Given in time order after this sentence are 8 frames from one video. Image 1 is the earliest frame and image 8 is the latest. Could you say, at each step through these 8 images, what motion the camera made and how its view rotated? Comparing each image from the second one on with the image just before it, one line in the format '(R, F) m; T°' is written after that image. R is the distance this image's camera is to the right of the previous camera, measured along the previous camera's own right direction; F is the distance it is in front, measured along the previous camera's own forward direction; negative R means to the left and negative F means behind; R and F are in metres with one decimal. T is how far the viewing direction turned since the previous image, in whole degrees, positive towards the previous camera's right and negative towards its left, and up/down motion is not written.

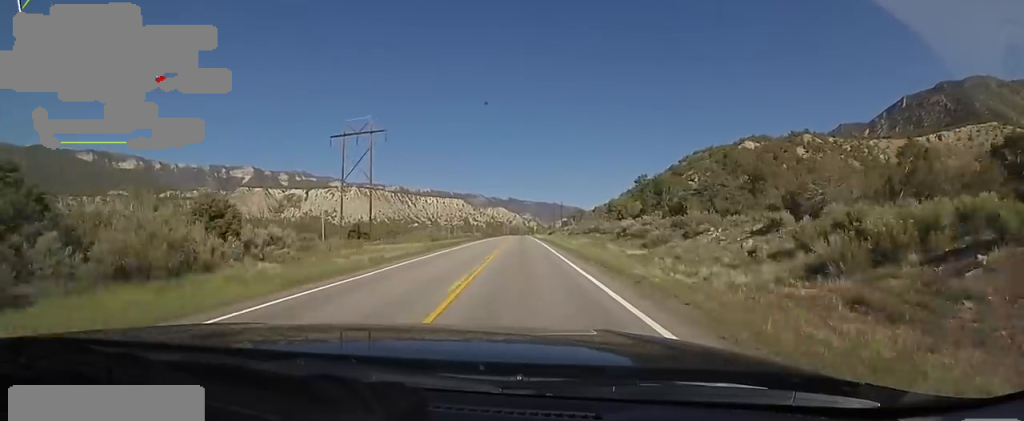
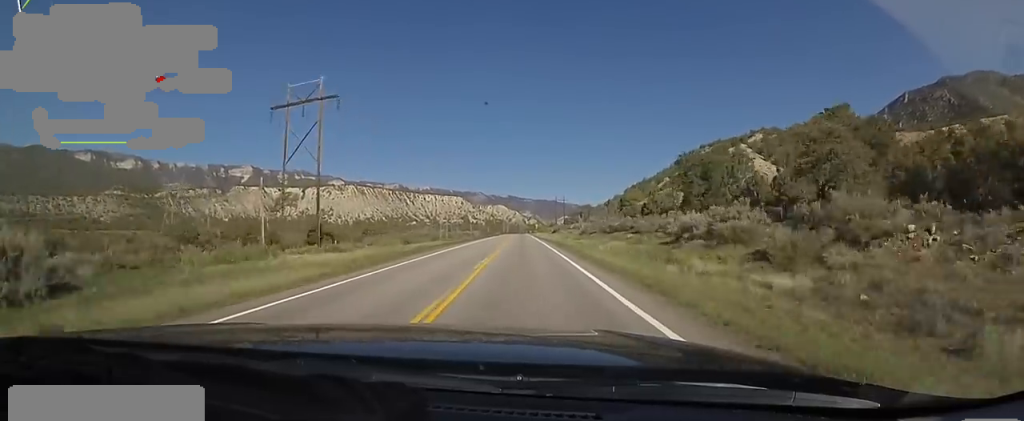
(-0.5, +17.2) m; -1°
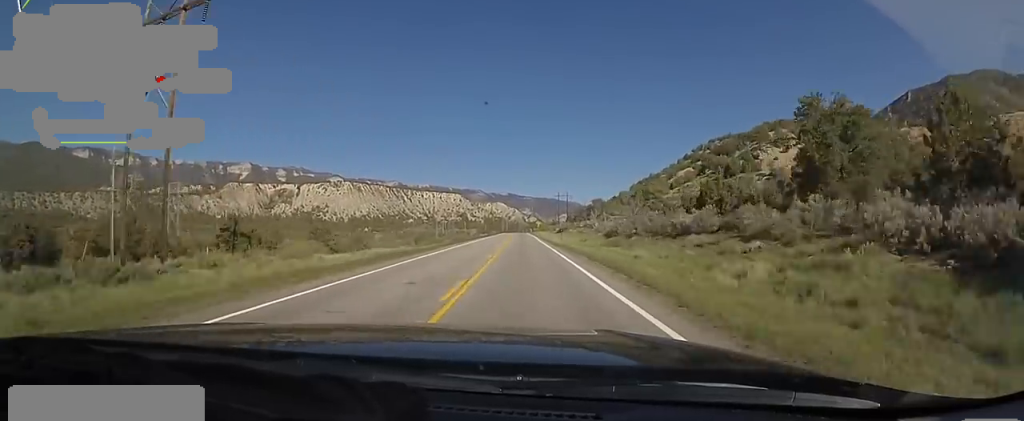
(+0.2, +22.2) m; +3°
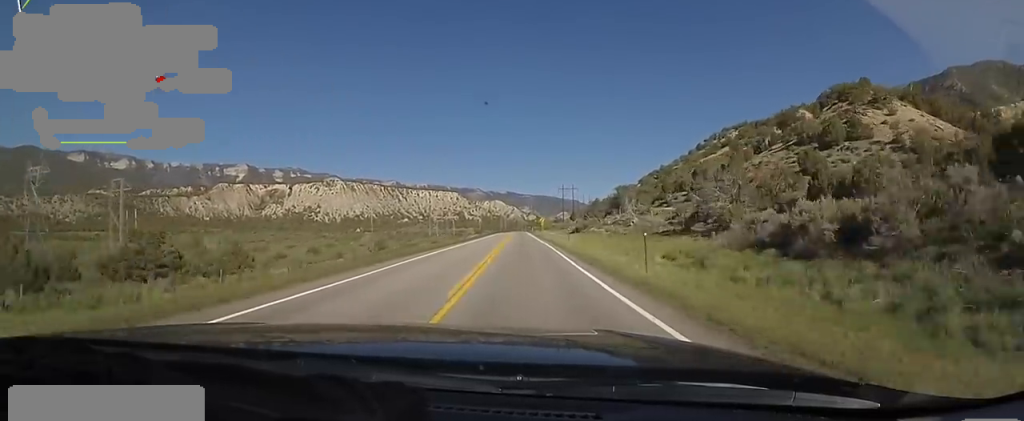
(+1.4, +33.3) m; -1°
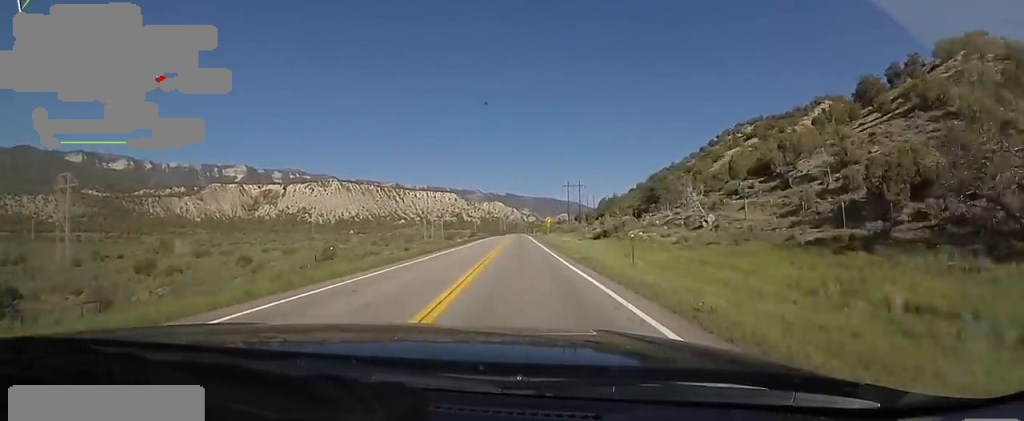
(-1.6, +26.4) m; 0°
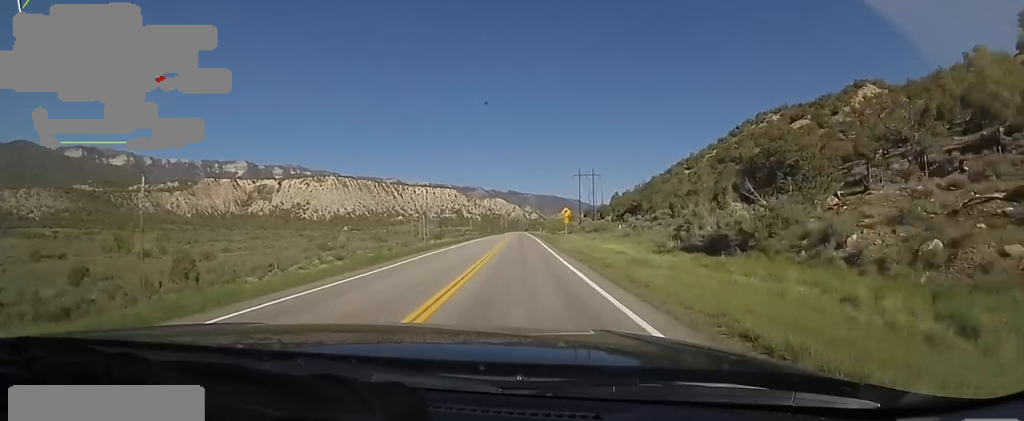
(+1.4, +31.5) m; 0°
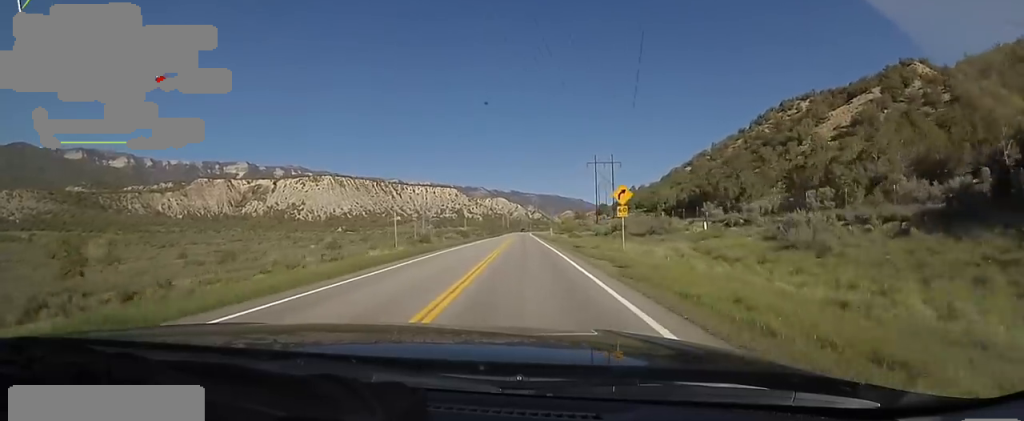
(-1.4, +30.5) m; -2°
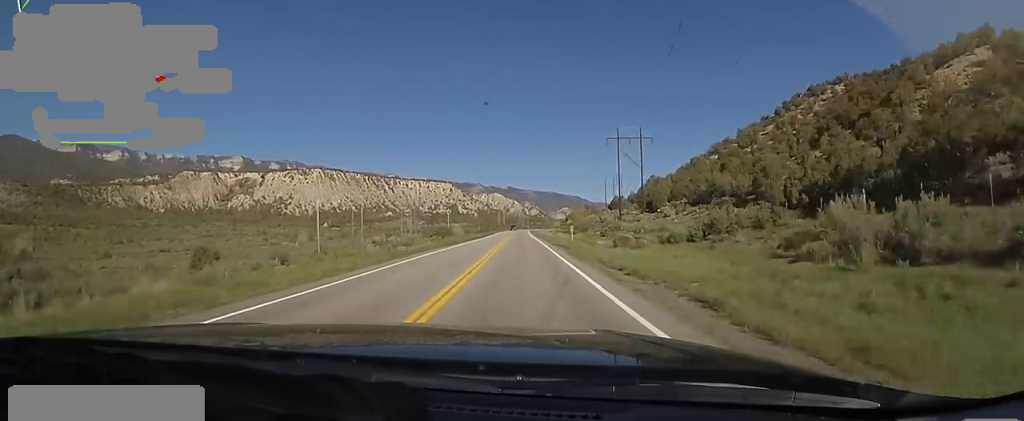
(+0.3, +34.5) m; +2°
